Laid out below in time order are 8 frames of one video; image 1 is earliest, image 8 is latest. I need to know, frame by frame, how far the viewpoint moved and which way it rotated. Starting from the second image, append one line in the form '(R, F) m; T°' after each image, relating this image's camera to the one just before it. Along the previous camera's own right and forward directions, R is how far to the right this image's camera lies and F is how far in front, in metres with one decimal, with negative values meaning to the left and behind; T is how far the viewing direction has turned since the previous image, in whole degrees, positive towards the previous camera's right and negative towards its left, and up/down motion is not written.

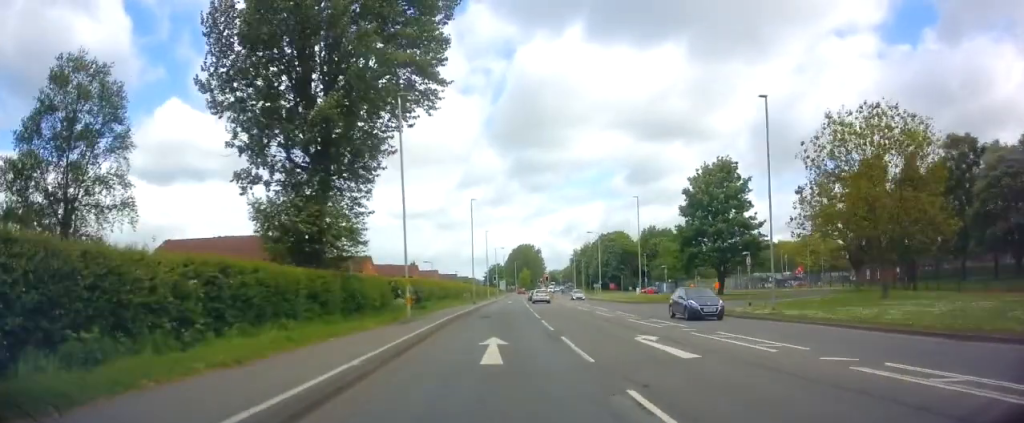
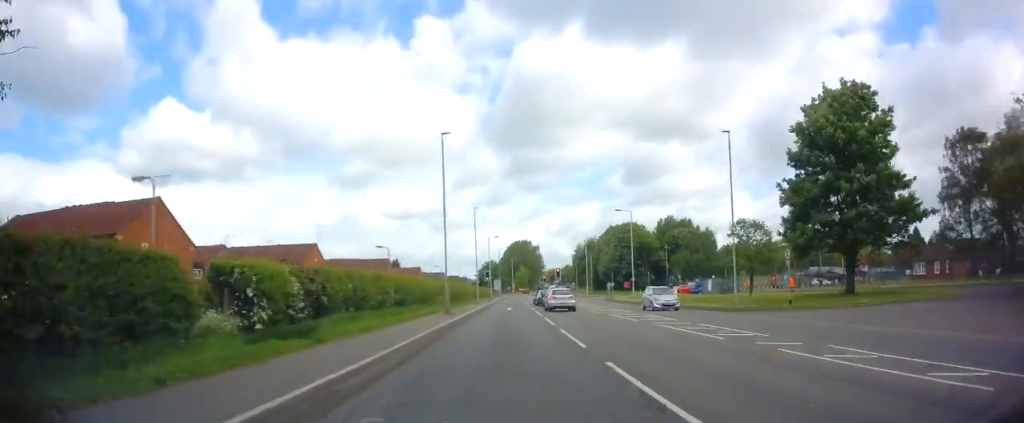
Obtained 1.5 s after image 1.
(+0.5, +23.6) m; +1°
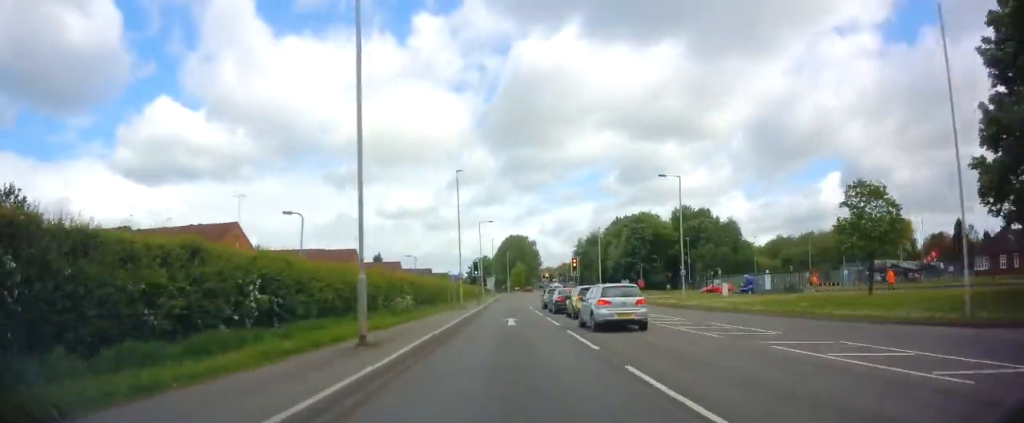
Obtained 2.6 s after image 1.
(-0.1, +18.2) m; 0°
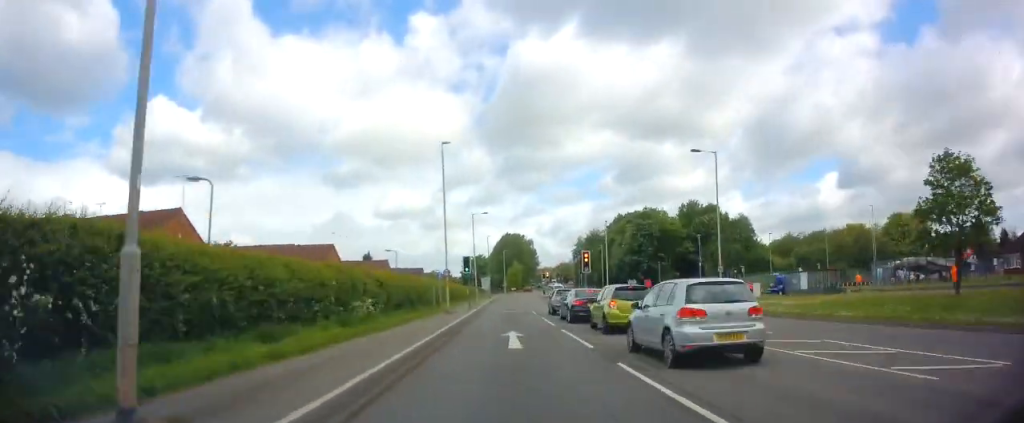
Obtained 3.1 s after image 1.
(0.0, +8.2) m; +1°
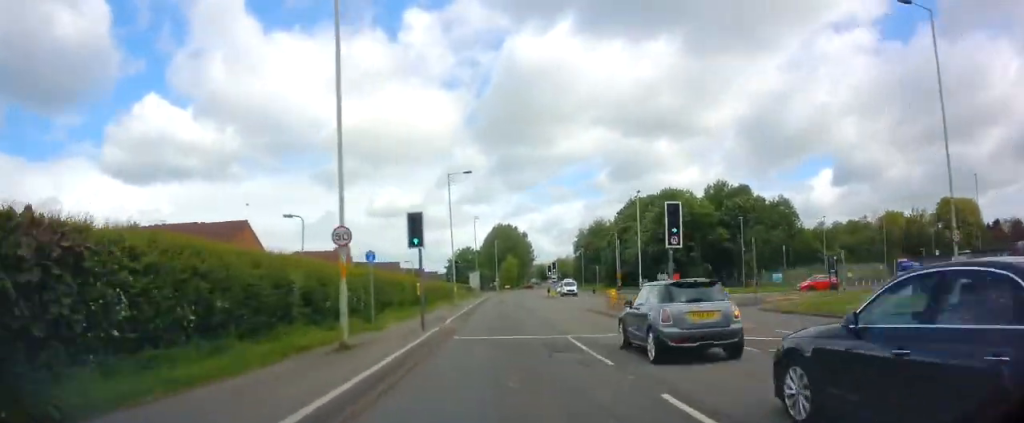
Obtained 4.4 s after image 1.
(+0.4, +21.0) m; +1°
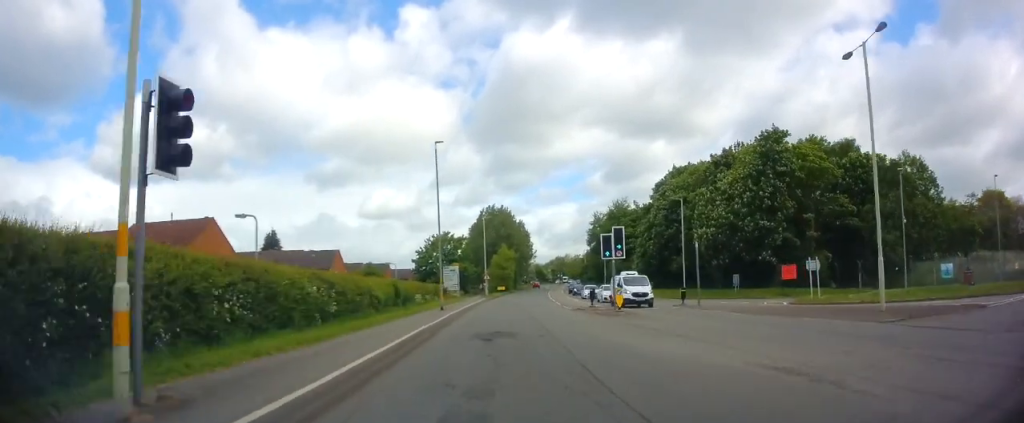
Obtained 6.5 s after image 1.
(0.0, +36.4) m; +1°
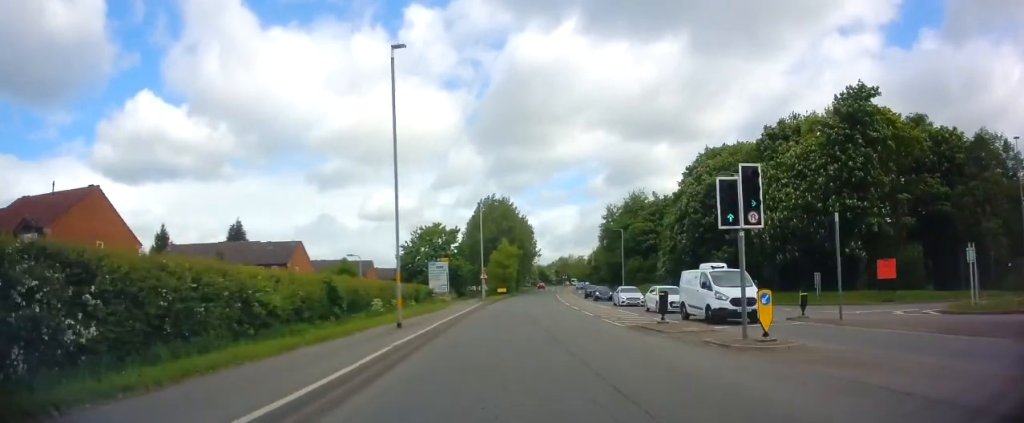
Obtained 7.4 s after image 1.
(+0.1, +14.3) m; 0°
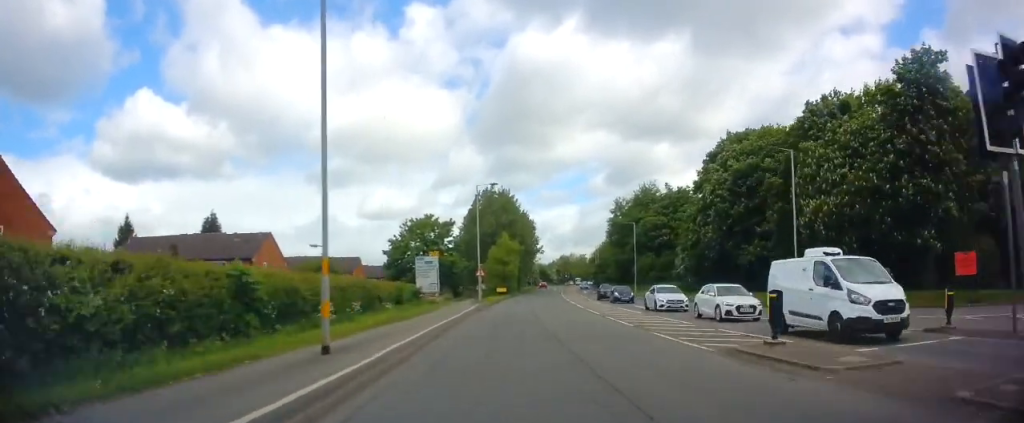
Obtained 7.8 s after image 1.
(+0.2, +8.1) m; 0°
